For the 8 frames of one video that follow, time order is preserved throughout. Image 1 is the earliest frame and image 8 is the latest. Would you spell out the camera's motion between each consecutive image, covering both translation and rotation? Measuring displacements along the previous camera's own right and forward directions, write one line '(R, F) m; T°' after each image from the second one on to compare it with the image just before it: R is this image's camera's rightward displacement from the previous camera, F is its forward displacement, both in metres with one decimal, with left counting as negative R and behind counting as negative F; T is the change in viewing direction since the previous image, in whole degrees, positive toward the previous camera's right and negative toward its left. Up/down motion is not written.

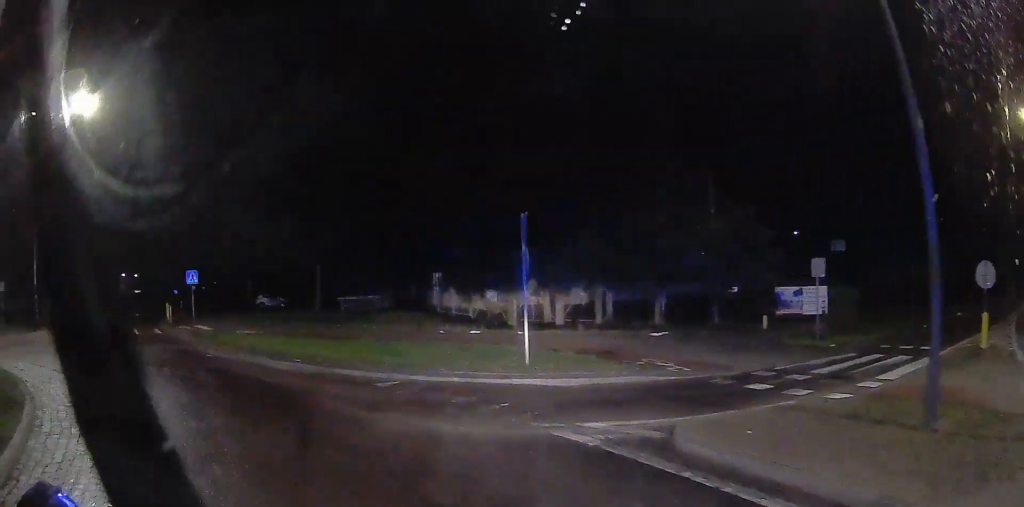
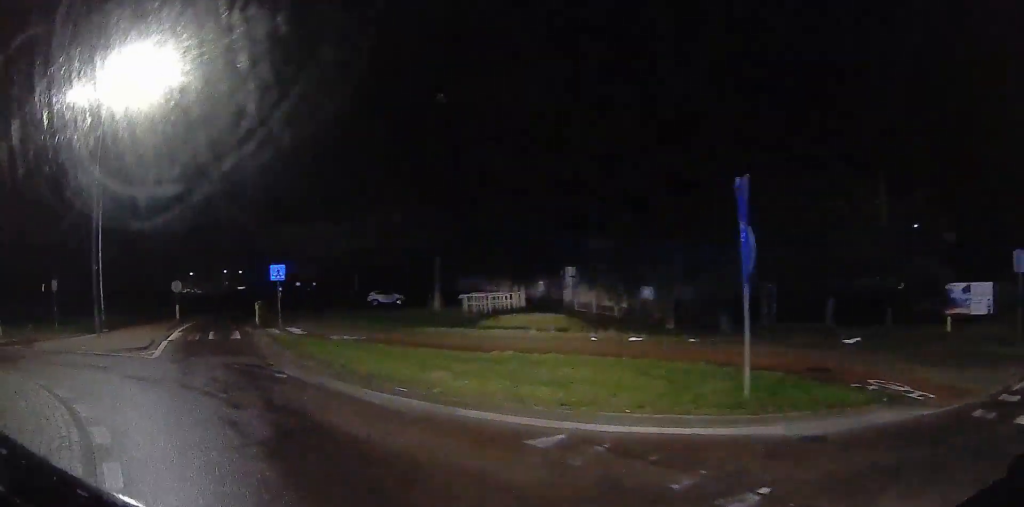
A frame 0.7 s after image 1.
(-0.3, +4.3) m; -17°
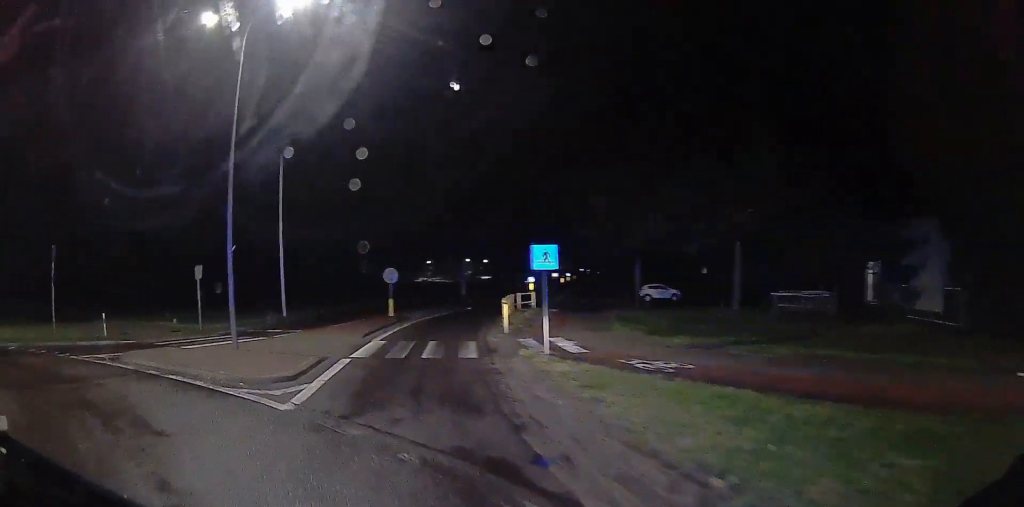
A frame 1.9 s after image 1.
(-1.8, +8.1) m; -13°
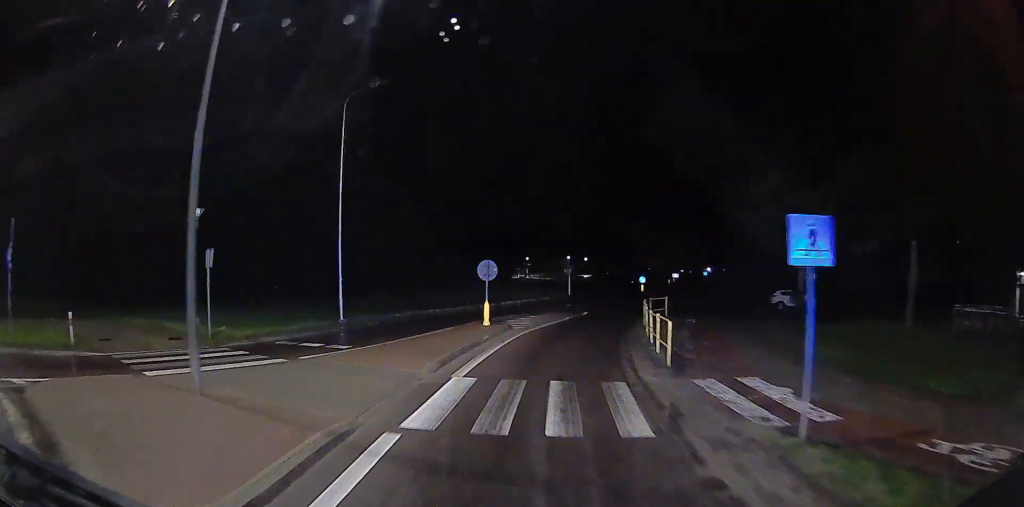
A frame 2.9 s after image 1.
(-0.1, +7.4) m; -1°
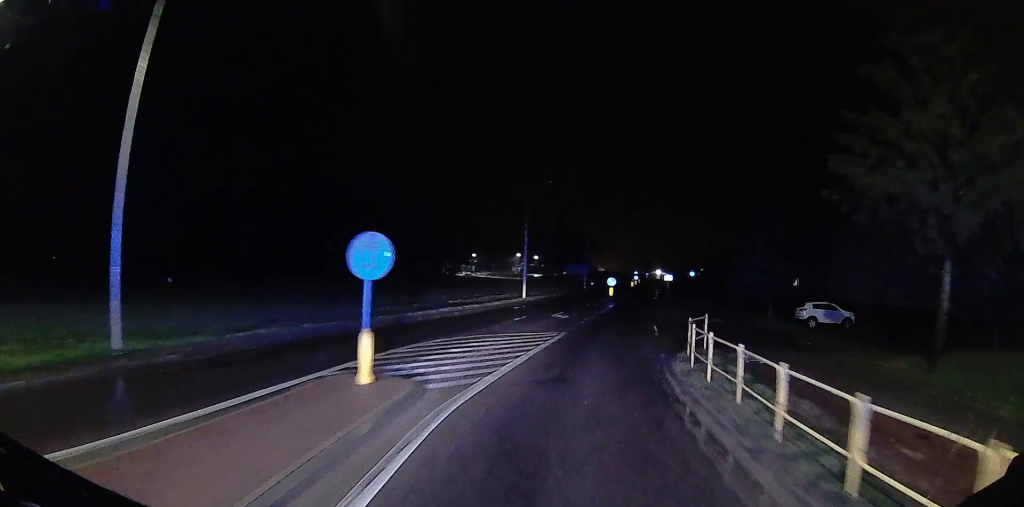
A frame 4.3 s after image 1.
(0.0, +11.5) m; +1°
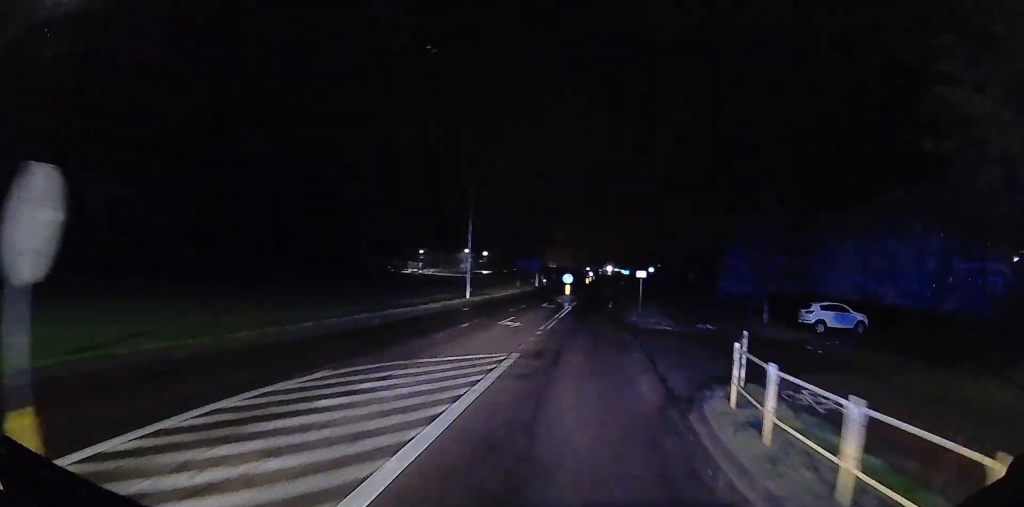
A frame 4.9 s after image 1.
(0.0, +6.2) m; +1°
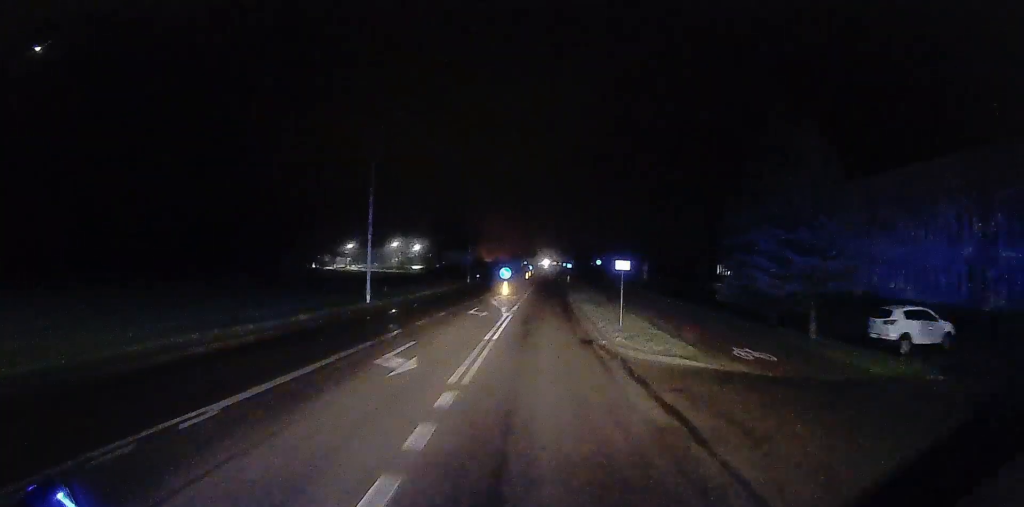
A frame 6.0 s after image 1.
(+0.2, +11.0) m; +2°
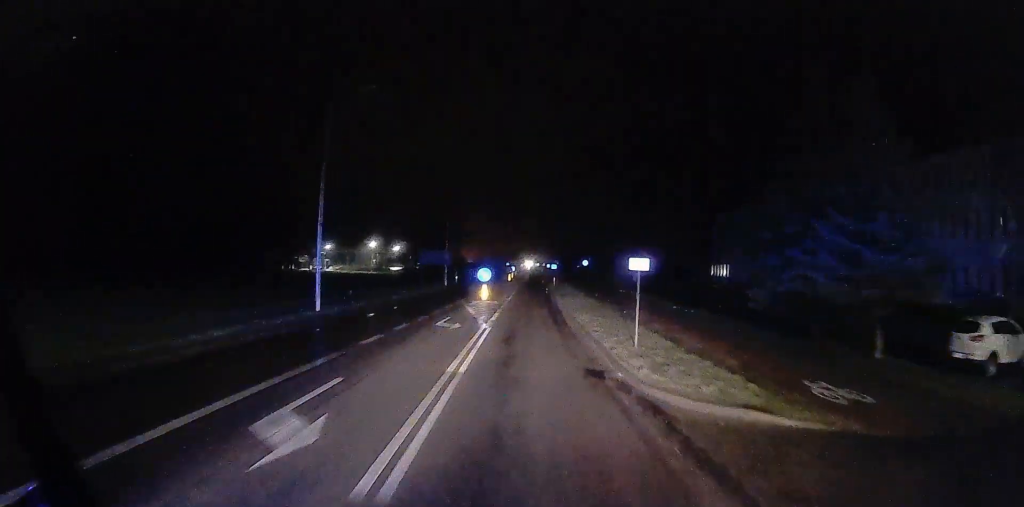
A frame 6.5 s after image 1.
(-0.1, +5.3) m; +2°
